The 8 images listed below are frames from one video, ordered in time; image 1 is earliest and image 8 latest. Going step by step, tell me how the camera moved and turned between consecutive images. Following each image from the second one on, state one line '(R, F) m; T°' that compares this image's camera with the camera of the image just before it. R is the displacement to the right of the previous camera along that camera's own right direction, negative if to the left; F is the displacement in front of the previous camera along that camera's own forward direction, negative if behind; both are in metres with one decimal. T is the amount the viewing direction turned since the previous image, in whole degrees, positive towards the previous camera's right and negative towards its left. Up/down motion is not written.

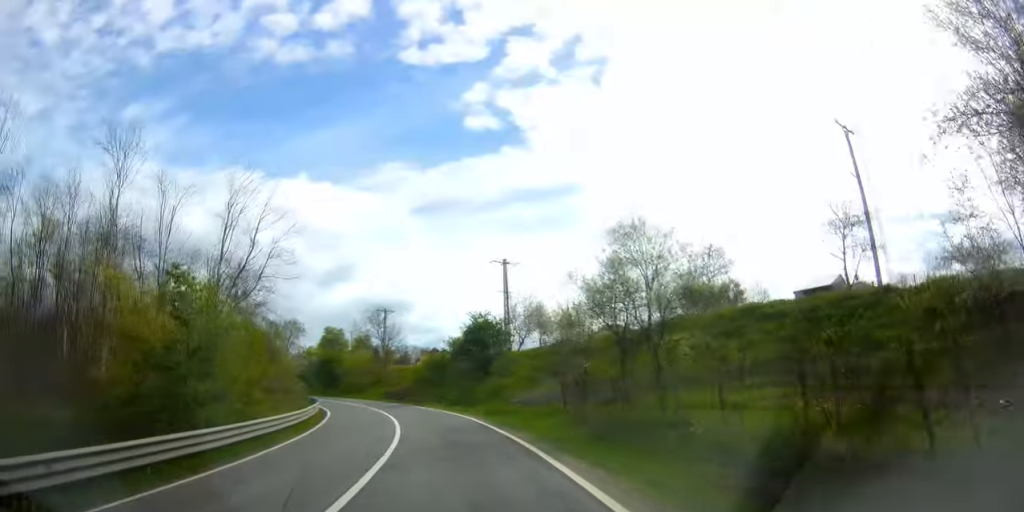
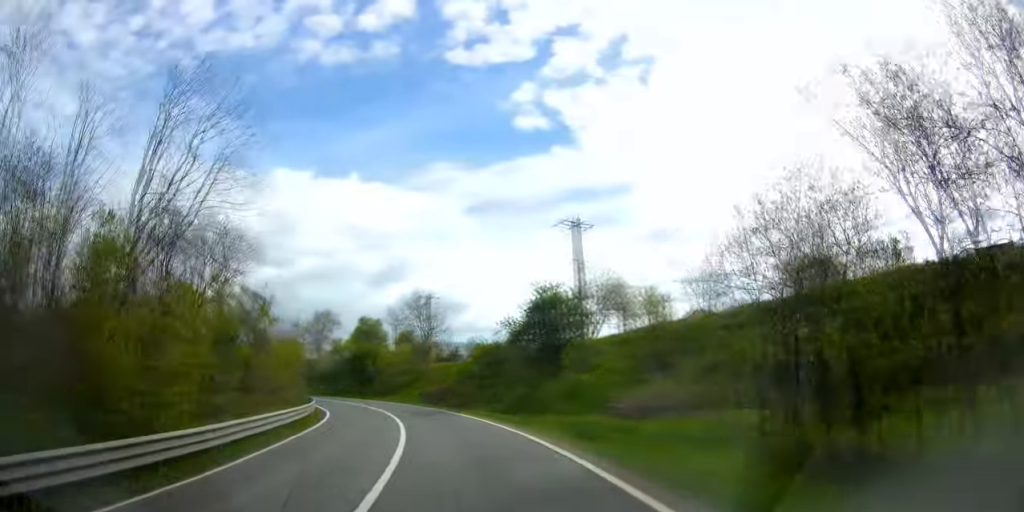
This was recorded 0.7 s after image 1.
(0.0, +14.1) m; 0°
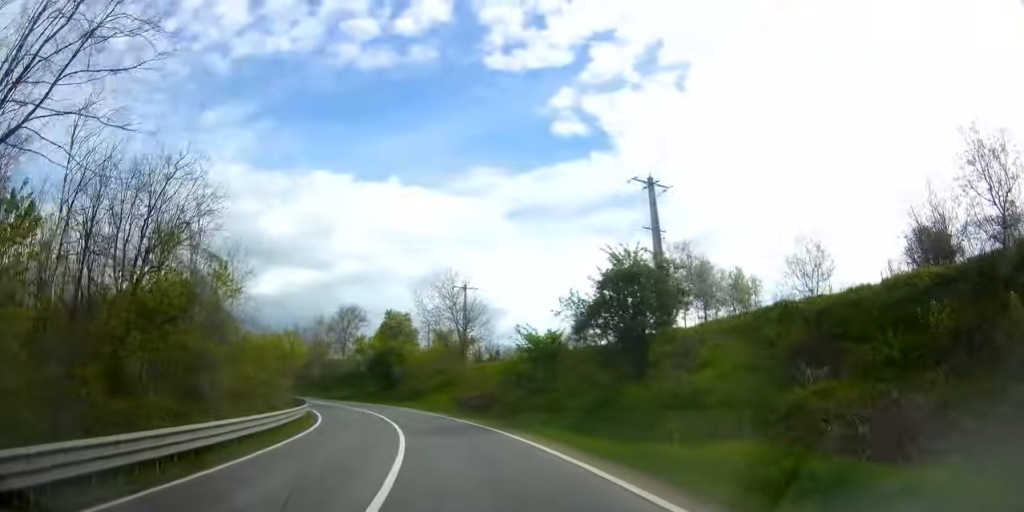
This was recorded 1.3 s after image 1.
(0.0, +11.0) m; 0°
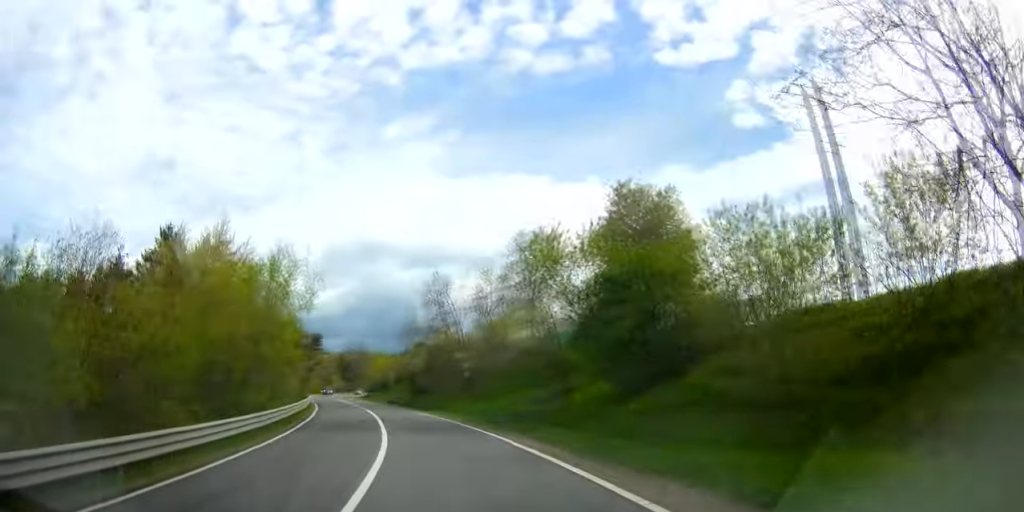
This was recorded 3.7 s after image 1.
(-2.3, +47.6) m; -10°
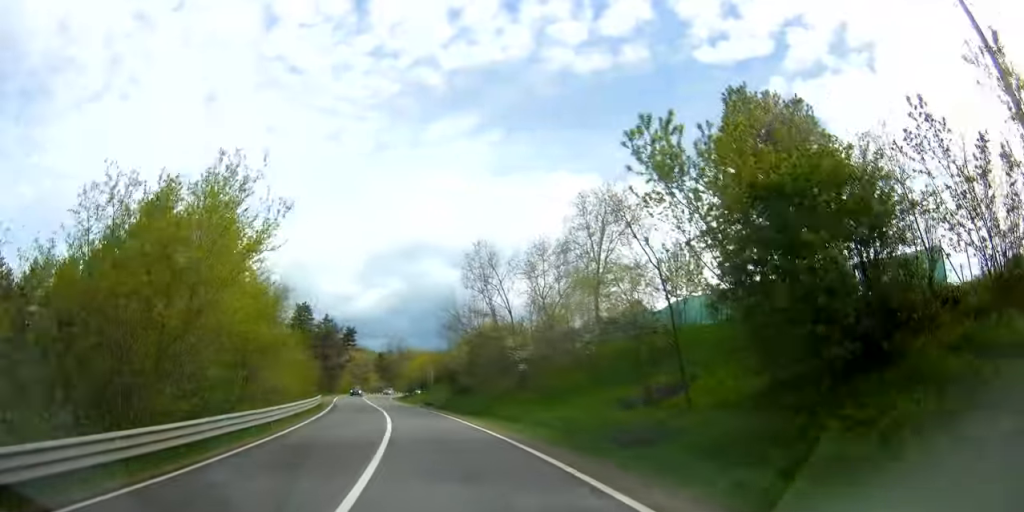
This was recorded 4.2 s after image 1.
(-0.5, +10.1) m; -4°
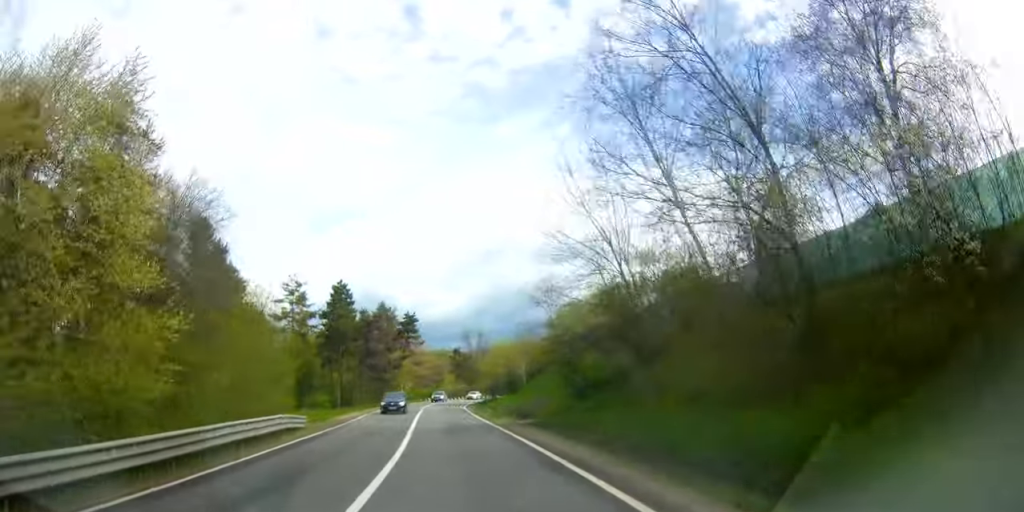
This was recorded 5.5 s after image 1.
(-1.8, +24.8) m; -9°
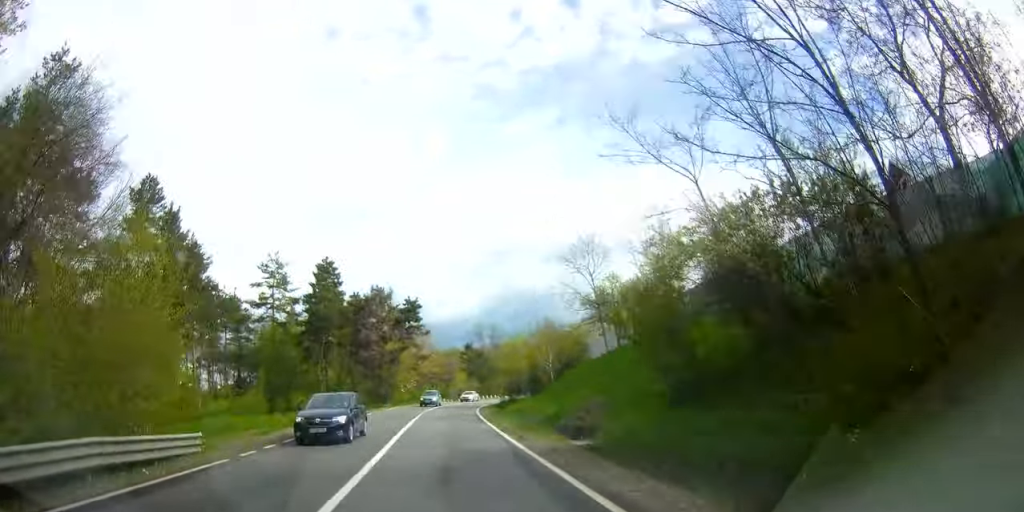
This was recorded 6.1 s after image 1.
(-0.4, +11.7) m; -4°
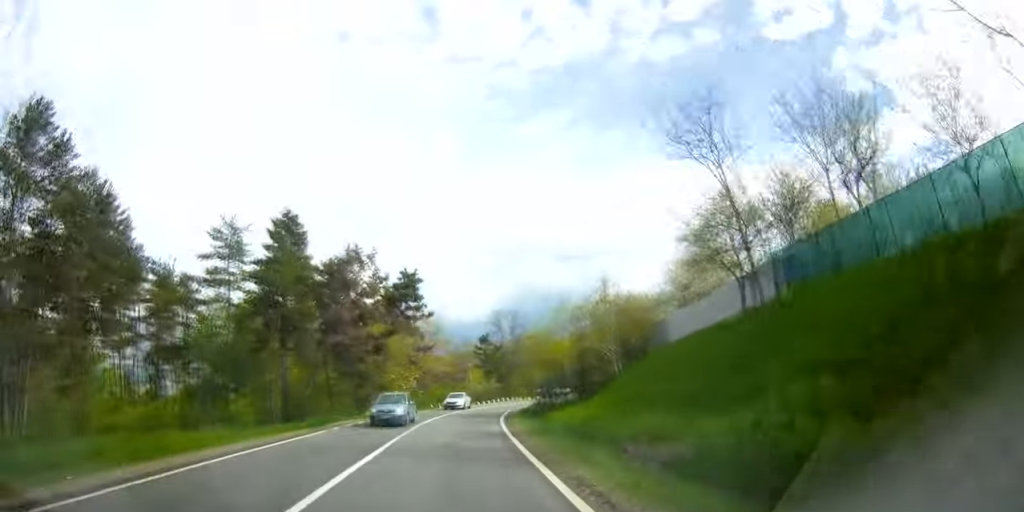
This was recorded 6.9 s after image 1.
(-0.6, +15.8) m; -6°
